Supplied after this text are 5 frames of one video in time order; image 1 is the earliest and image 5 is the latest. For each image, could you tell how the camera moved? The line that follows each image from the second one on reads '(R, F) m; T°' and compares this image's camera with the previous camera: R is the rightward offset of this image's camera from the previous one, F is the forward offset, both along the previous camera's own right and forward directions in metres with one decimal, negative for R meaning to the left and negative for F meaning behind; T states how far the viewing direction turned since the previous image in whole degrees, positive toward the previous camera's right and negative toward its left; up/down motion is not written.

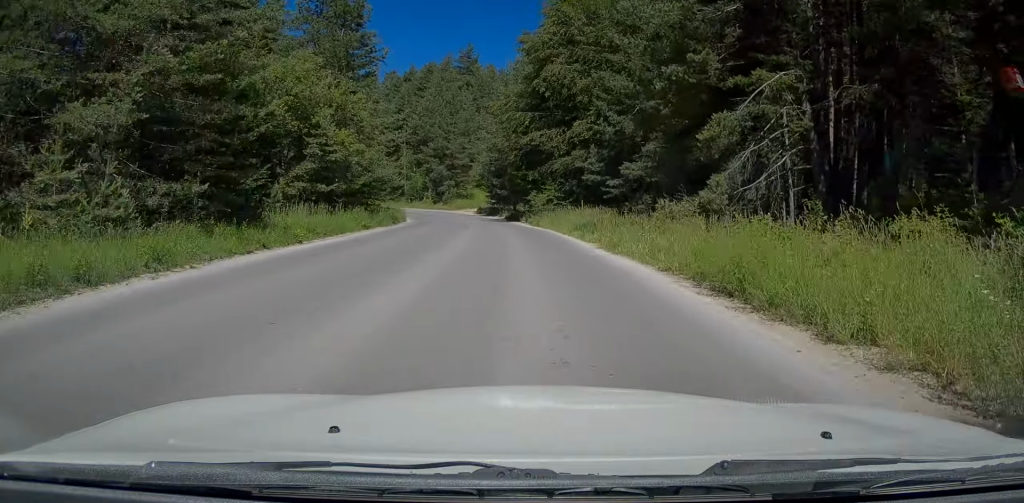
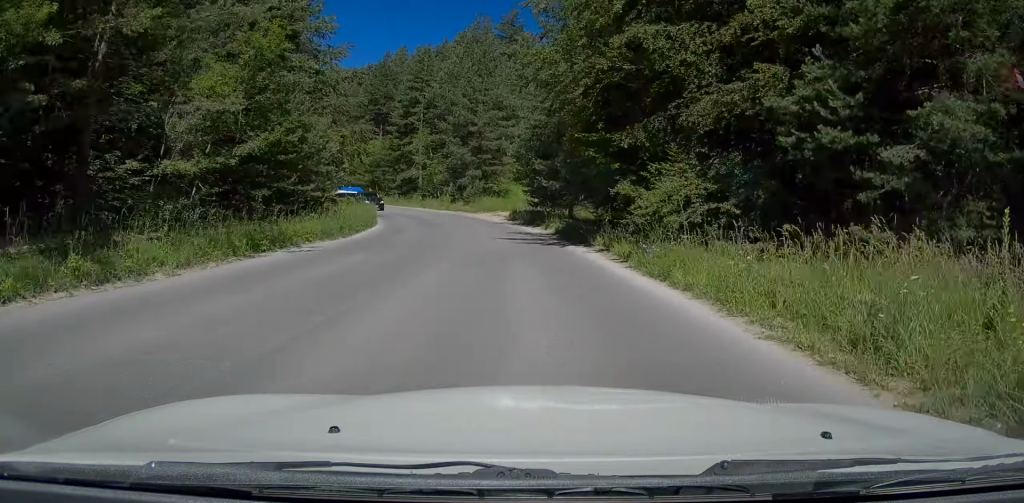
(-0.6, +24.8) m; -4°
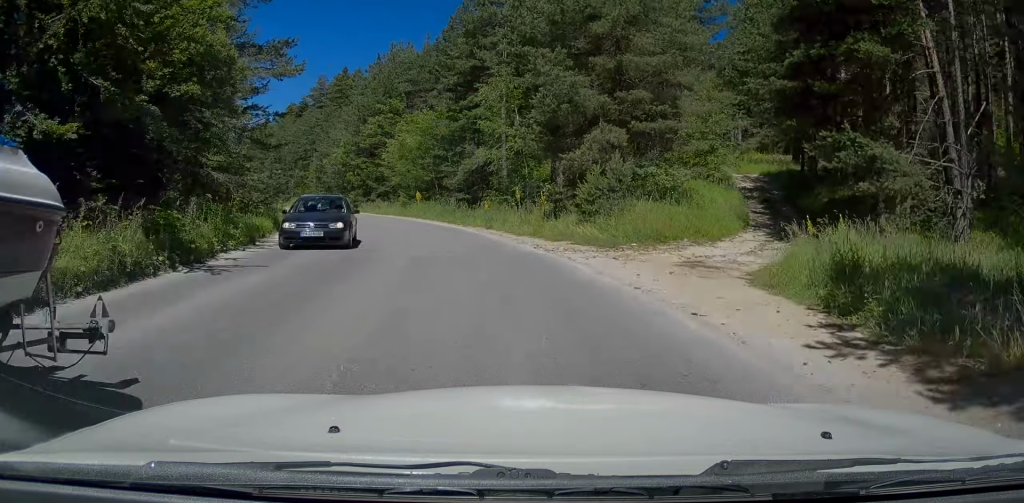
(-2.6, +34.5) m; -15°
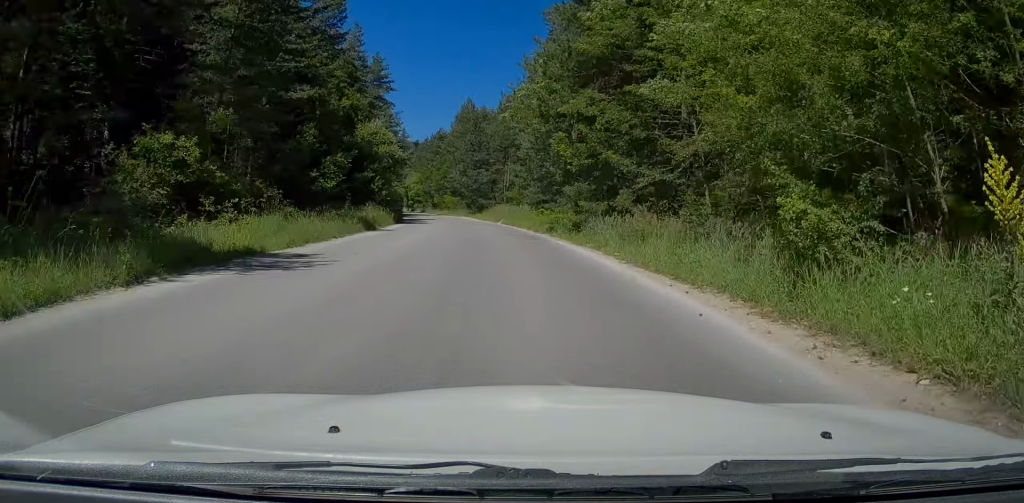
(-9.0, +37.2) m; -24°
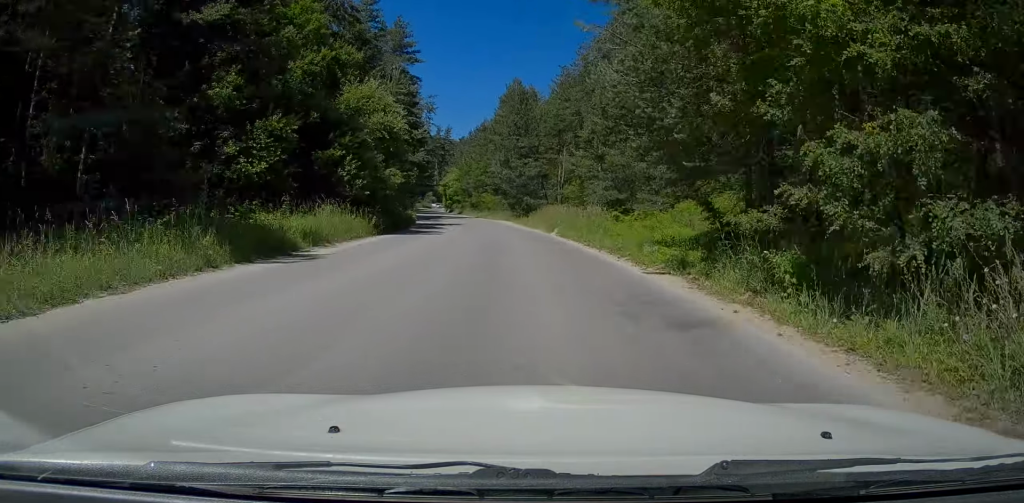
(-1.0, +16.1) m; -4°
